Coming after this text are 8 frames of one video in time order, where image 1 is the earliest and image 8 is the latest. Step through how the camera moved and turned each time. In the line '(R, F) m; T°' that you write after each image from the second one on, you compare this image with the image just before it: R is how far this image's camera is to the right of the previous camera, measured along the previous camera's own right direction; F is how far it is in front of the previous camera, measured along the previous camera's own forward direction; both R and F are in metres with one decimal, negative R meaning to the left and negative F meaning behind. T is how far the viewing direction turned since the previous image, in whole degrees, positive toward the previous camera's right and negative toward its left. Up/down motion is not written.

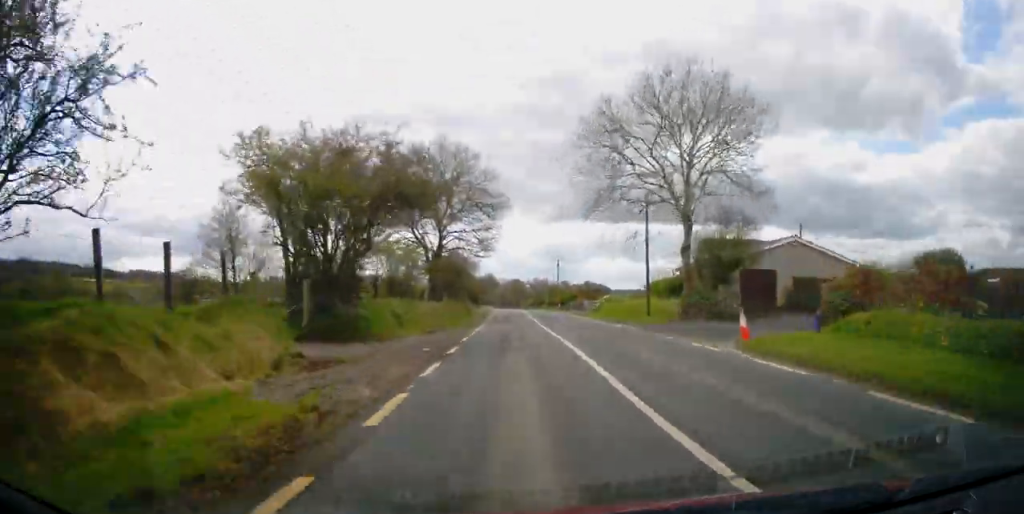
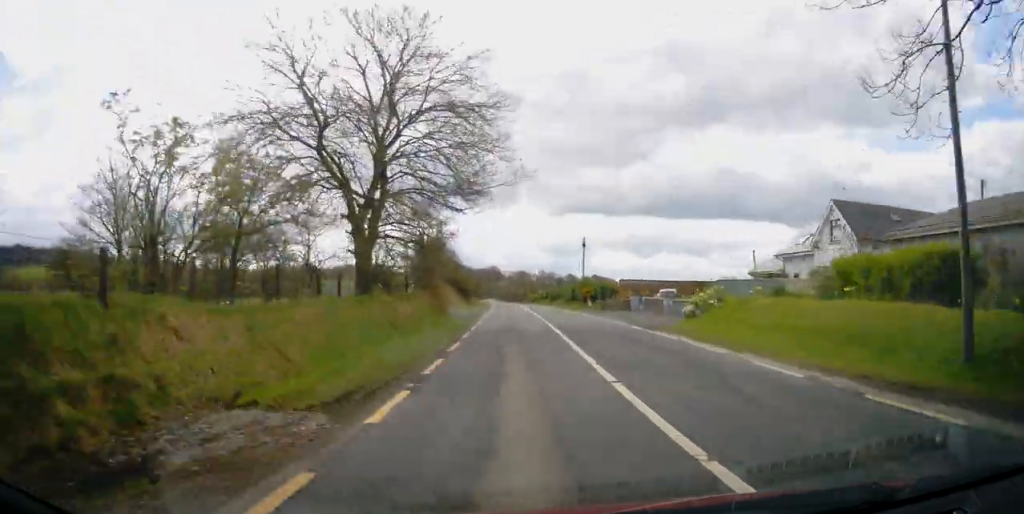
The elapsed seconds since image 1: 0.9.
(0.0, +23.8) m; 0°
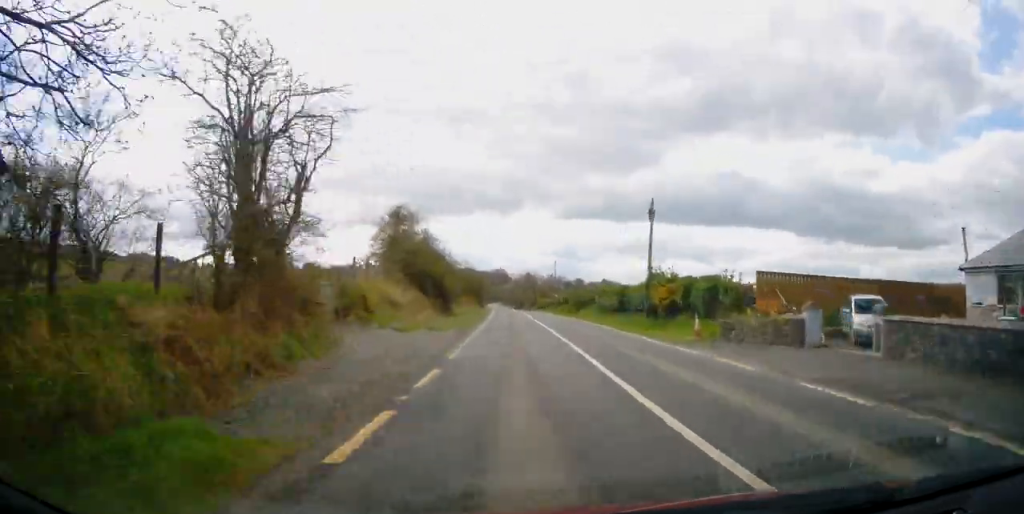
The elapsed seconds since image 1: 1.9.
(-0.1, +25.6) m; -1°
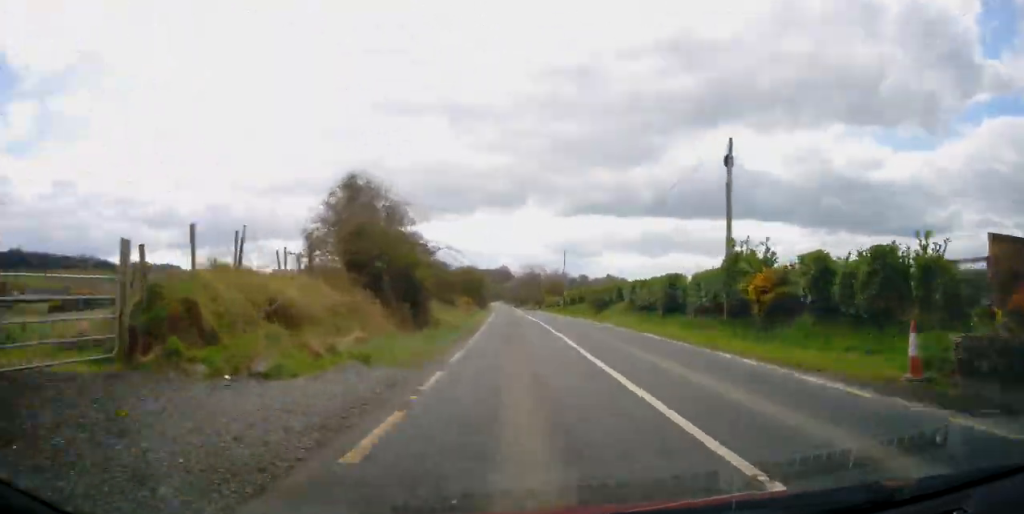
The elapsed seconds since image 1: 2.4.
(0.0, +11.9) m; 0°
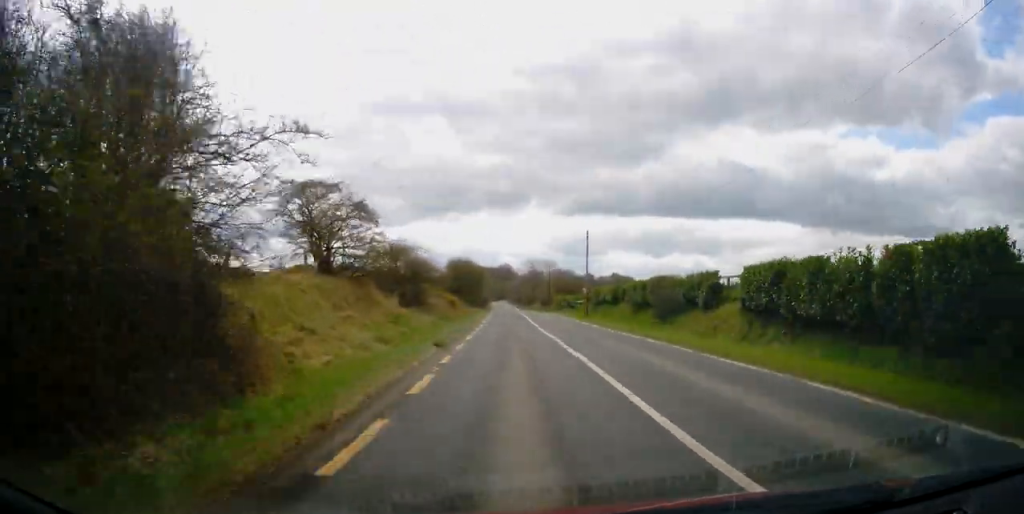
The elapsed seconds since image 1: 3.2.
(-0.1, +20.5) m; -1°
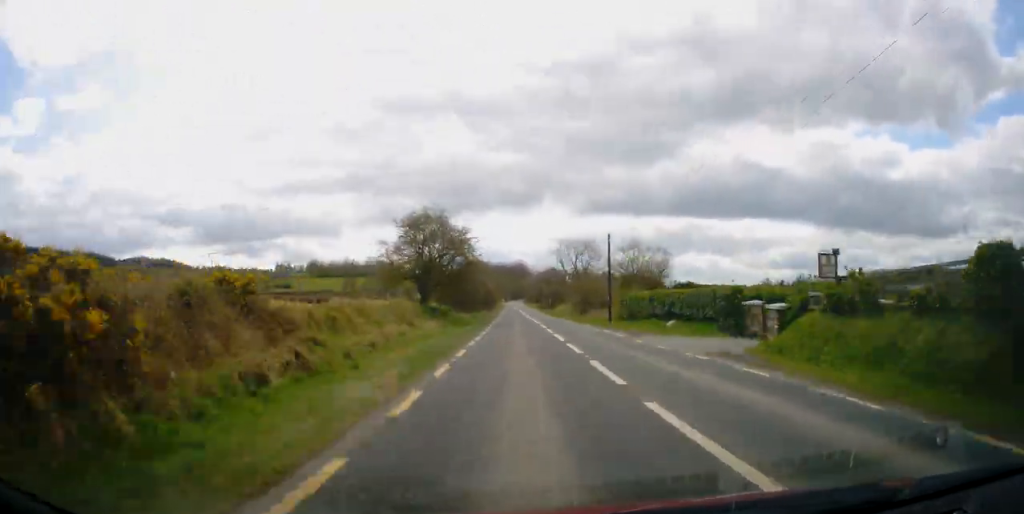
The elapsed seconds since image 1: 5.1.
(-0.7, +47.7) m; -1°
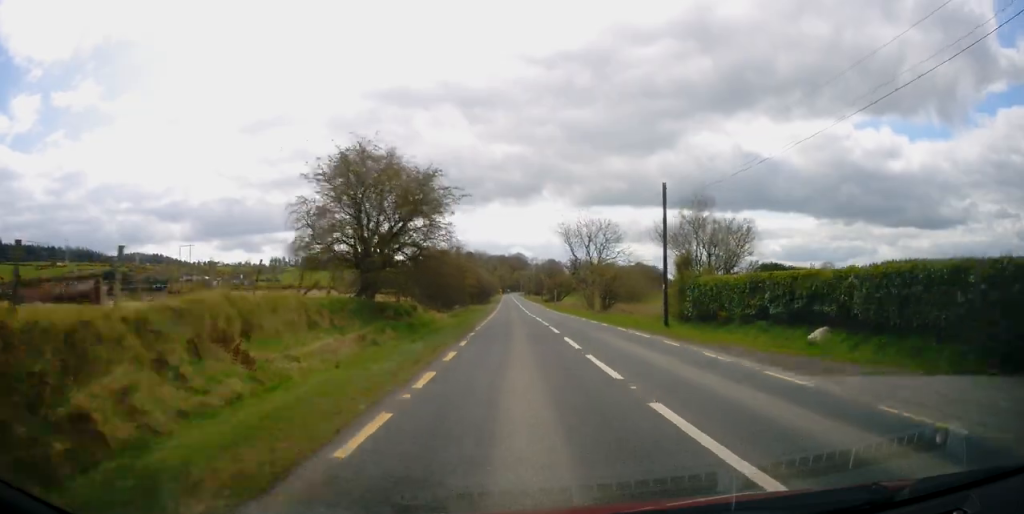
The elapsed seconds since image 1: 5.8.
(-0.1, +17.8) m; 0°
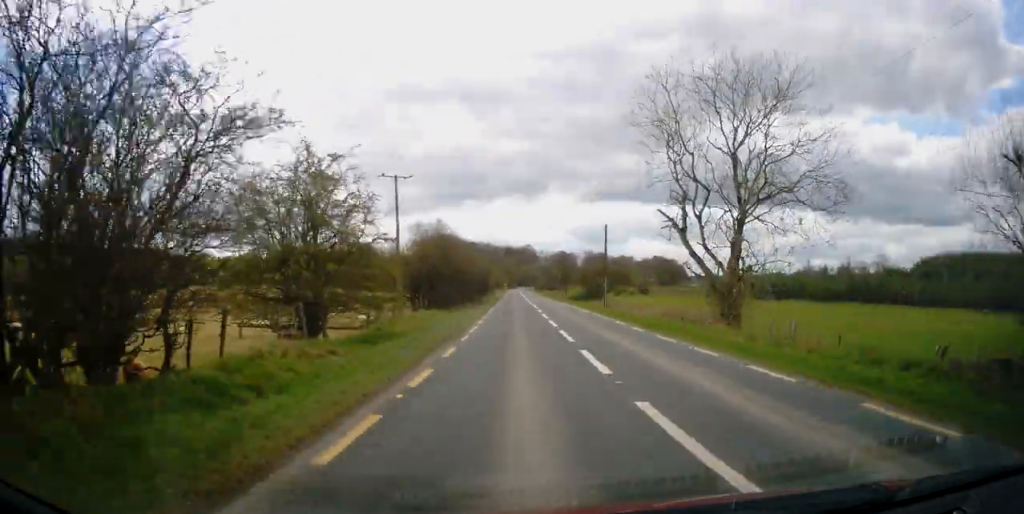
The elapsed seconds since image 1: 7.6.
(0.0, +47.0) m; -1°
